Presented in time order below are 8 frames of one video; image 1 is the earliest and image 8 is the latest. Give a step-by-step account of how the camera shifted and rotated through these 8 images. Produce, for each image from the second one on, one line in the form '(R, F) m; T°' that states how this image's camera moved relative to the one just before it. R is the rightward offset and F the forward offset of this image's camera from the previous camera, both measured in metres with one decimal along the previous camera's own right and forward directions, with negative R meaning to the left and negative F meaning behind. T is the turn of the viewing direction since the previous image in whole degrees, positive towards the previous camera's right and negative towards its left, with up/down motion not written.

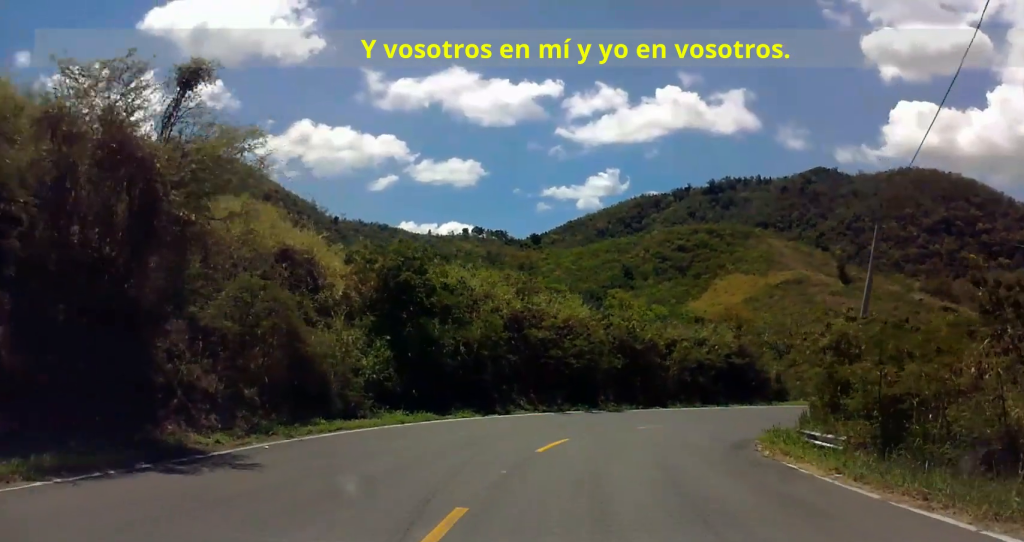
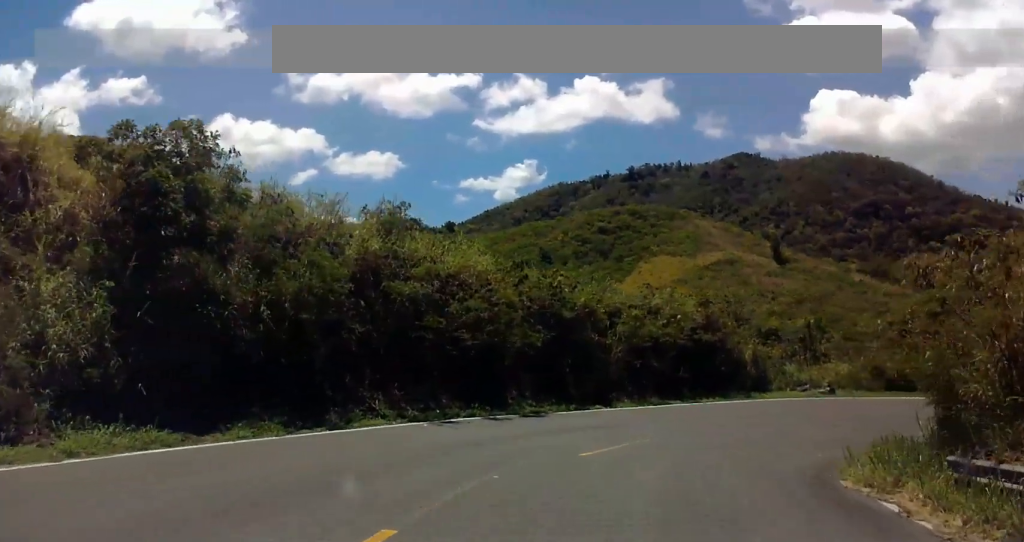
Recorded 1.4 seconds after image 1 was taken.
(0.0, +11.4) m; 0°
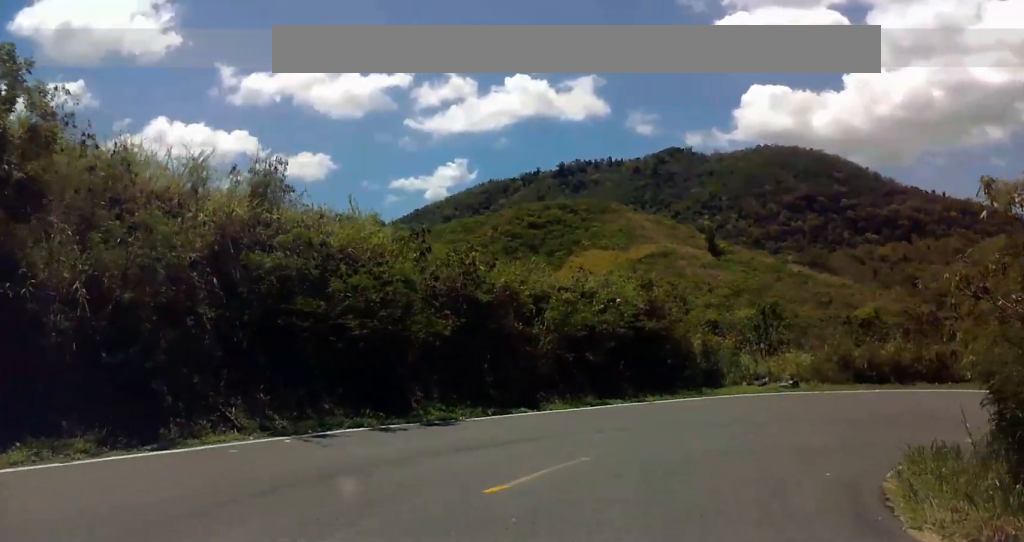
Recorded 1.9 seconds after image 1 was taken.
(0.0, +4.5) m; 0°
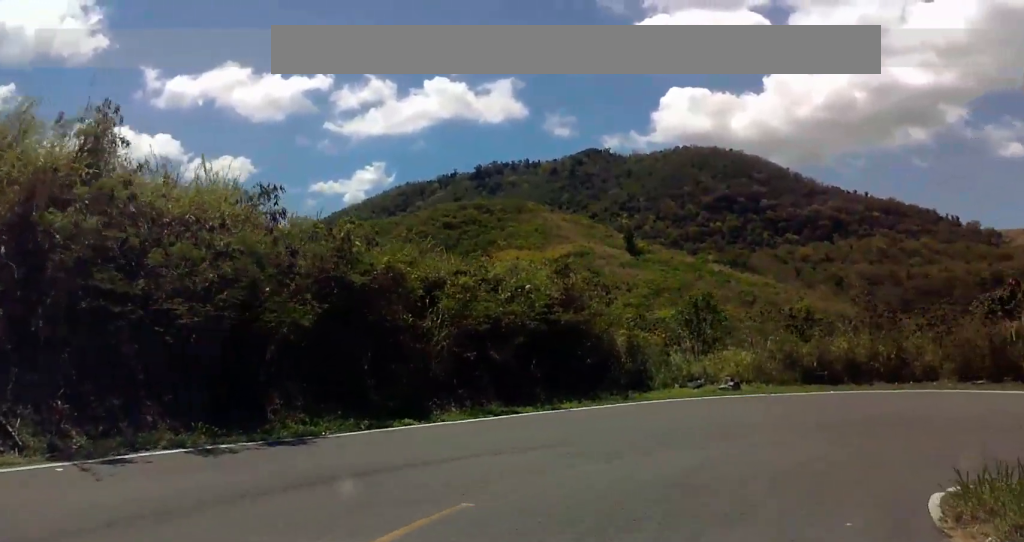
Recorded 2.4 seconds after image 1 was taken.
(0.0, +4.5) m; 0°
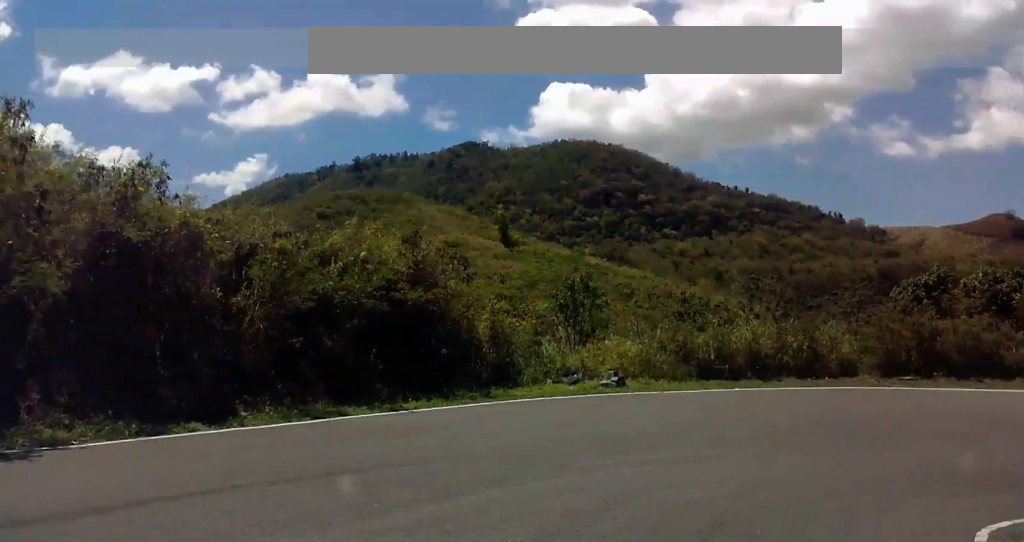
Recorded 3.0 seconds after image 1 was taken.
(0.0, +5.0) m; 0°
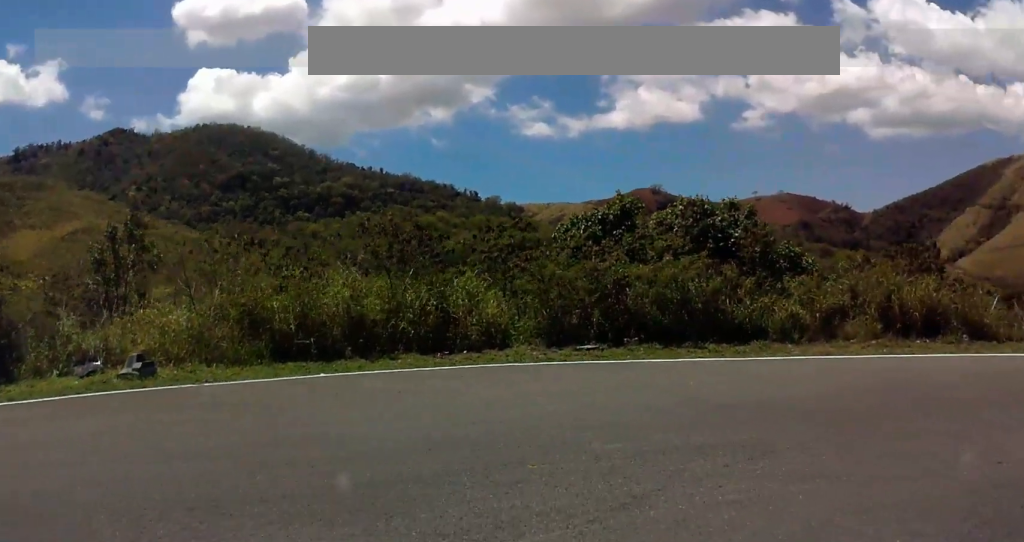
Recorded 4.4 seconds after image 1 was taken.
(0.0, +9.1) m; +15°
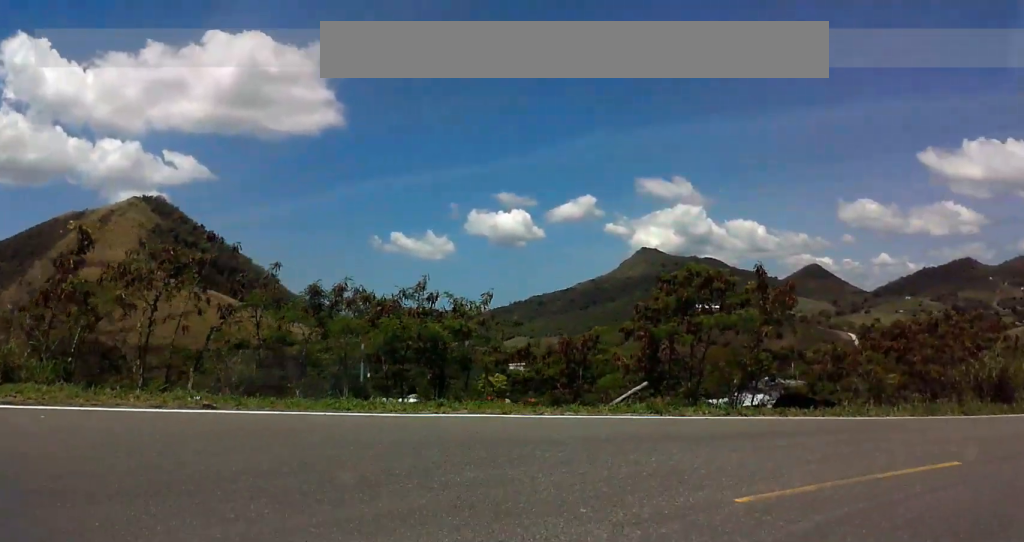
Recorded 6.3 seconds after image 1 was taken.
(+4.7, +6.7) m; +63°
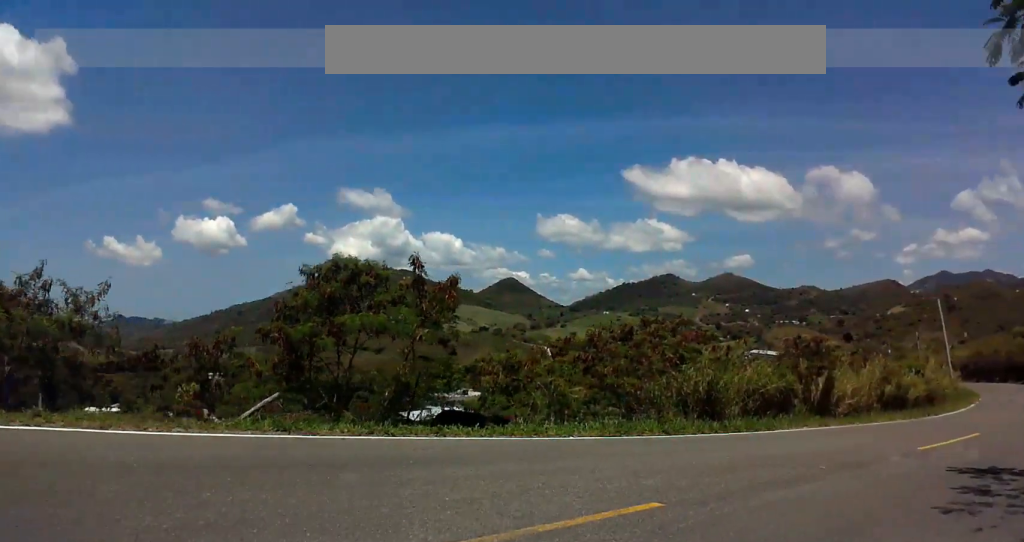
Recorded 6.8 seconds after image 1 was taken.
(-0.3, +2.5) m; +10°
